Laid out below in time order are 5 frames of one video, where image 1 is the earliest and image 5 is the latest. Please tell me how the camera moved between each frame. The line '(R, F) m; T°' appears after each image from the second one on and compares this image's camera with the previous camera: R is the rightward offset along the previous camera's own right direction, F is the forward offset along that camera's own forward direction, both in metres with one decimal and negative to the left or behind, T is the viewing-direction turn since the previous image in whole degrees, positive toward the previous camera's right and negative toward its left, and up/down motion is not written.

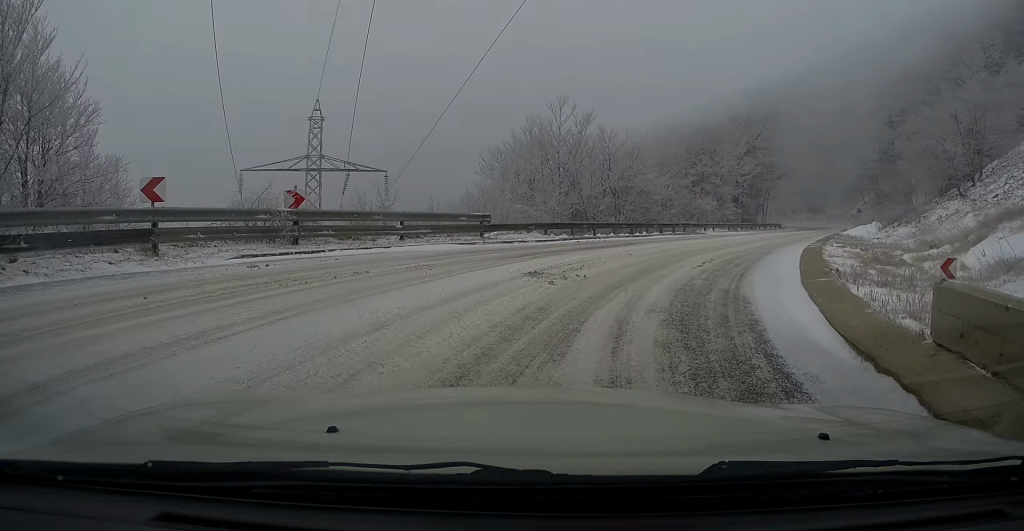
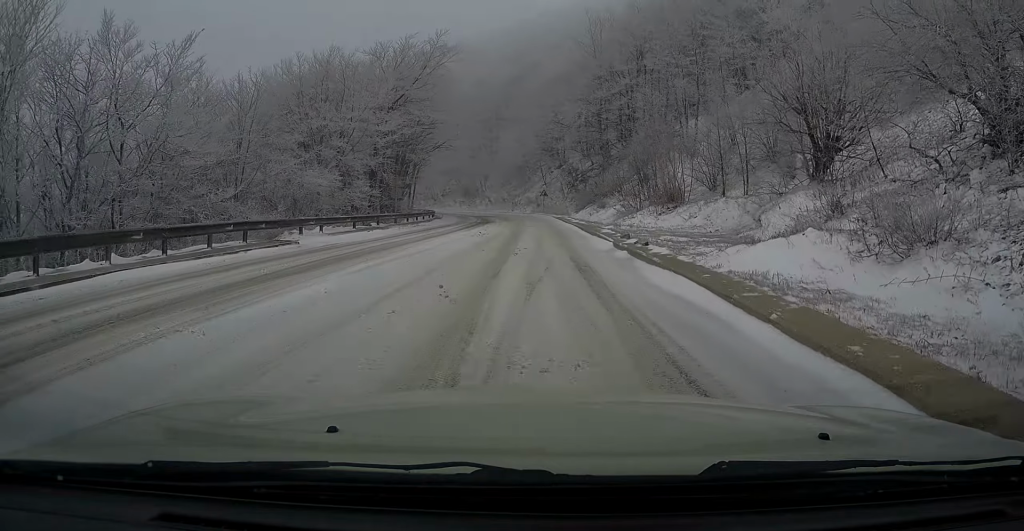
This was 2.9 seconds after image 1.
(+6.4, +24.5) m; +23°
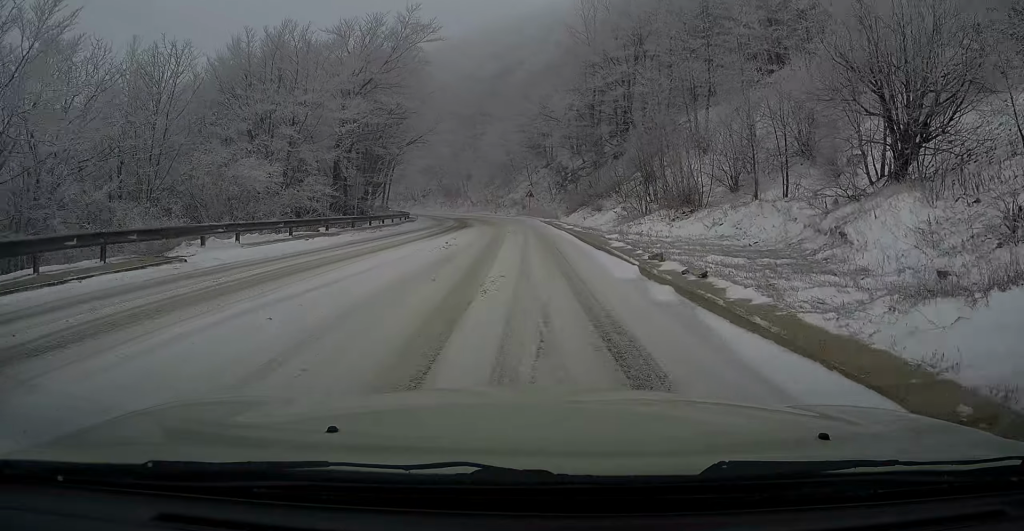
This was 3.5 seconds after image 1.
(+0.3, +6.4) m; +1°
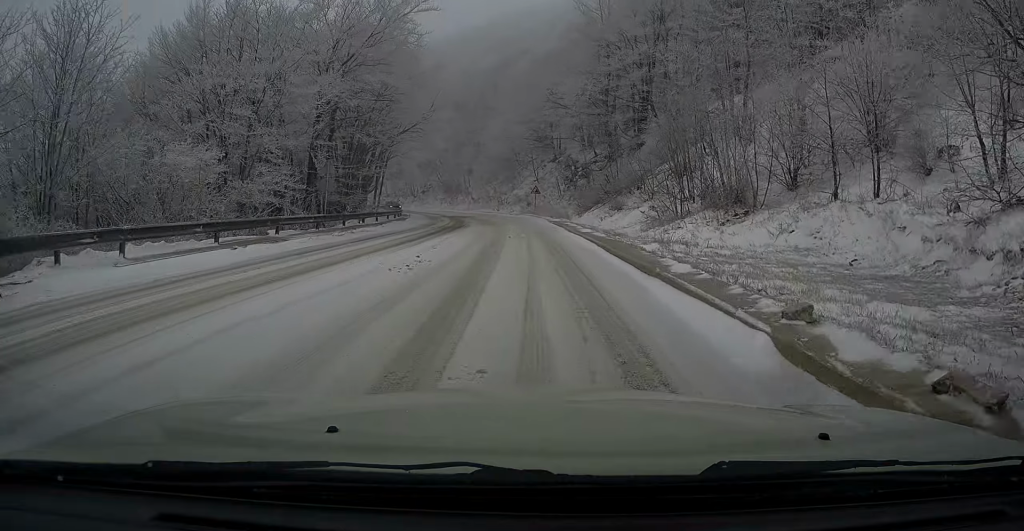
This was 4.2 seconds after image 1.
(+0.1, +6.1) m; 0°
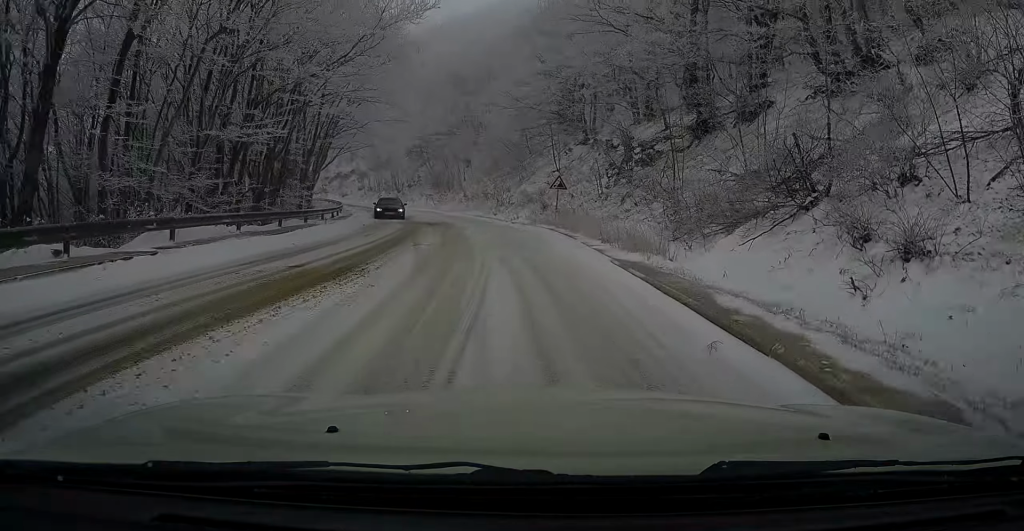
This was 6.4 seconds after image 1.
(-0.4, +22.8) m; -2°
